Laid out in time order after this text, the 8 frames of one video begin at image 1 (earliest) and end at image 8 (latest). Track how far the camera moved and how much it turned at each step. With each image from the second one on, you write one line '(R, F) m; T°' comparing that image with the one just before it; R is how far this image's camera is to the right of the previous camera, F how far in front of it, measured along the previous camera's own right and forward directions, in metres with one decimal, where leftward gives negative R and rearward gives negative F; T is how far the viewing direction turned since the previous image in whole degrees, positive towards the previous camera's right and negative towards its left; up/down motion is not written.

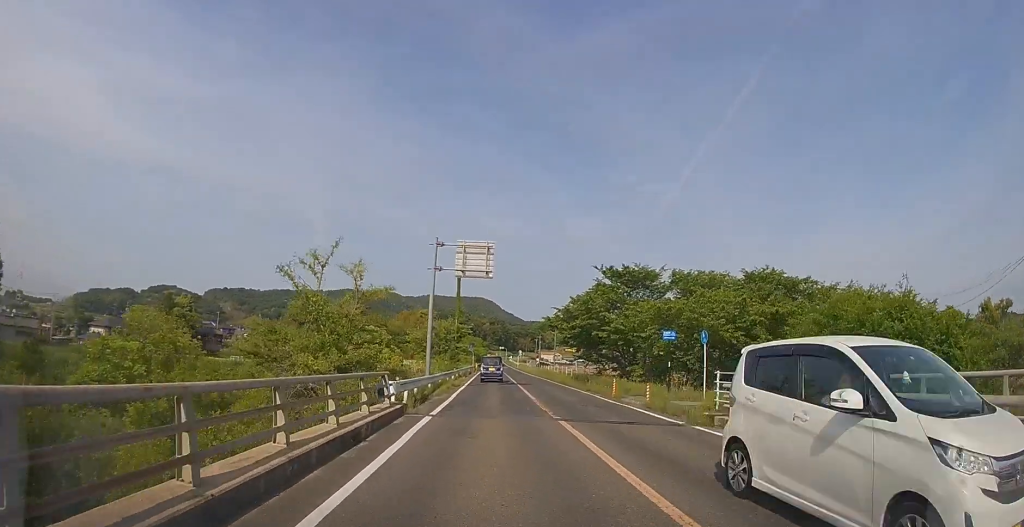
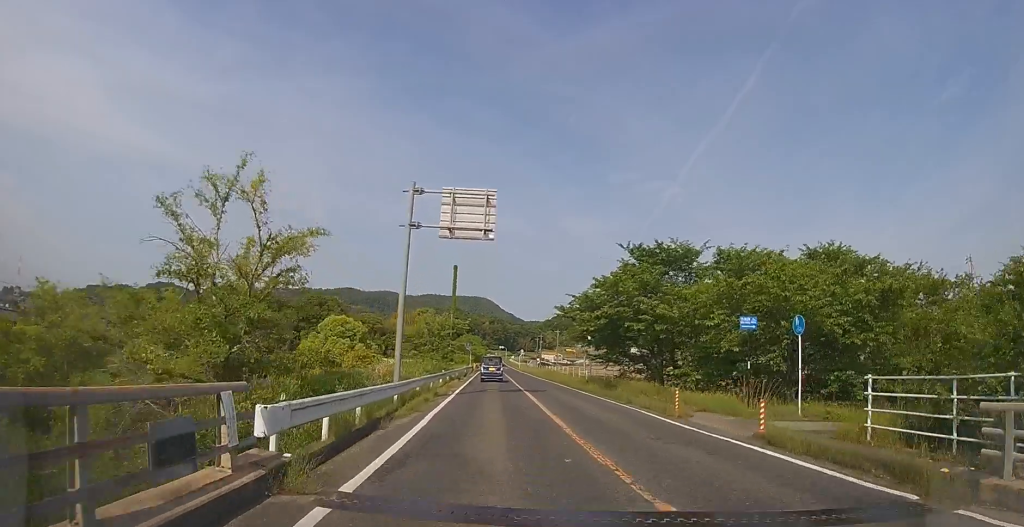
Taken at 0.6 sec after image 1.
(0.0, +7.5) m; 0°
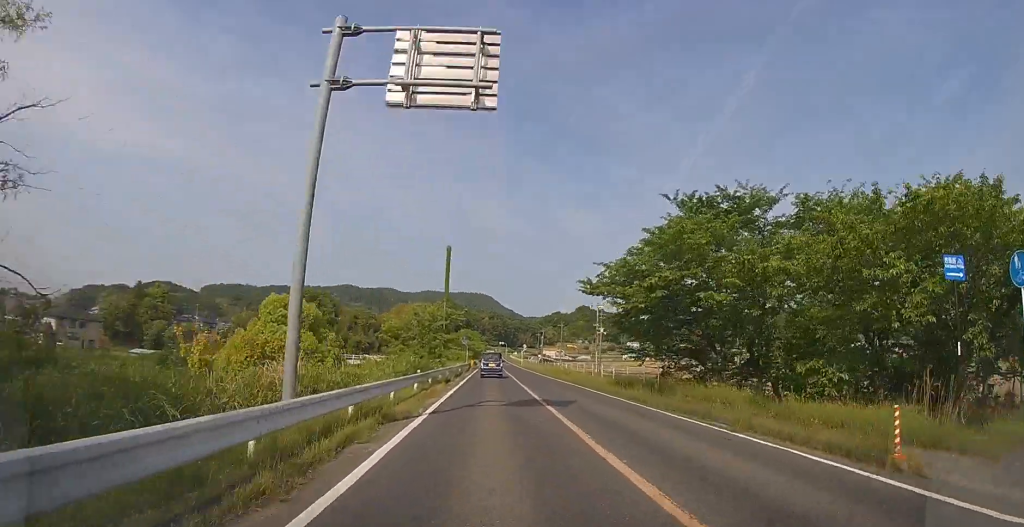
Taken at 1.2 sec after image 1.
(0.0, +8.1) m; 0°
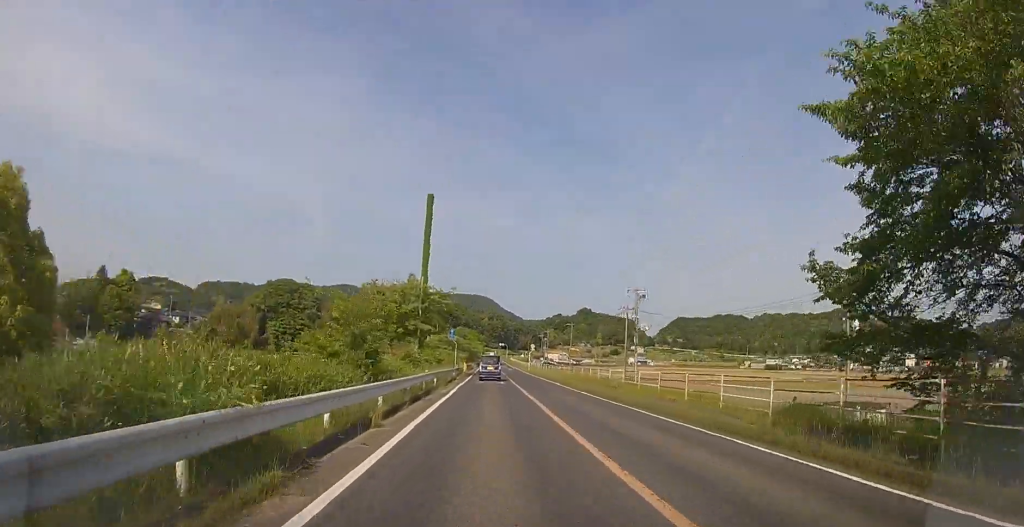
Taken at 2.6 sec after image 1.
(0.0, +17.7) m; 0°
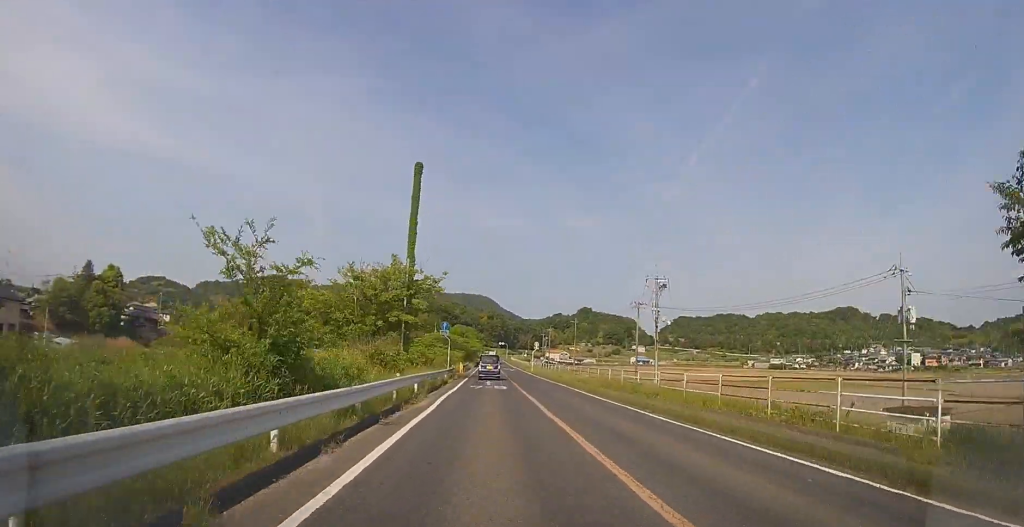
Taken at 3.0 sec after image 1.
(0.0, +5.8) m; 0°
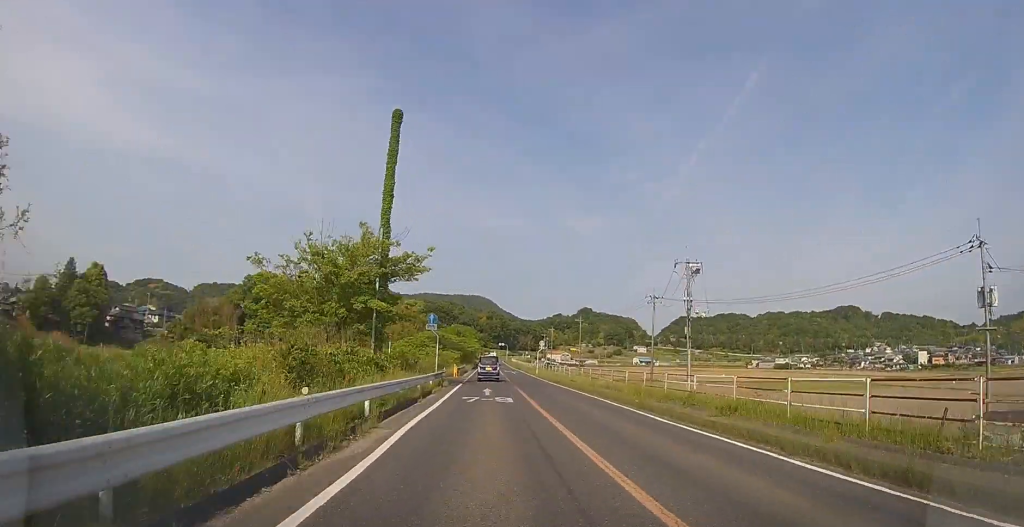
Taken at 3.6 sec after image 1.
(0.0, +7.1) m; 0°
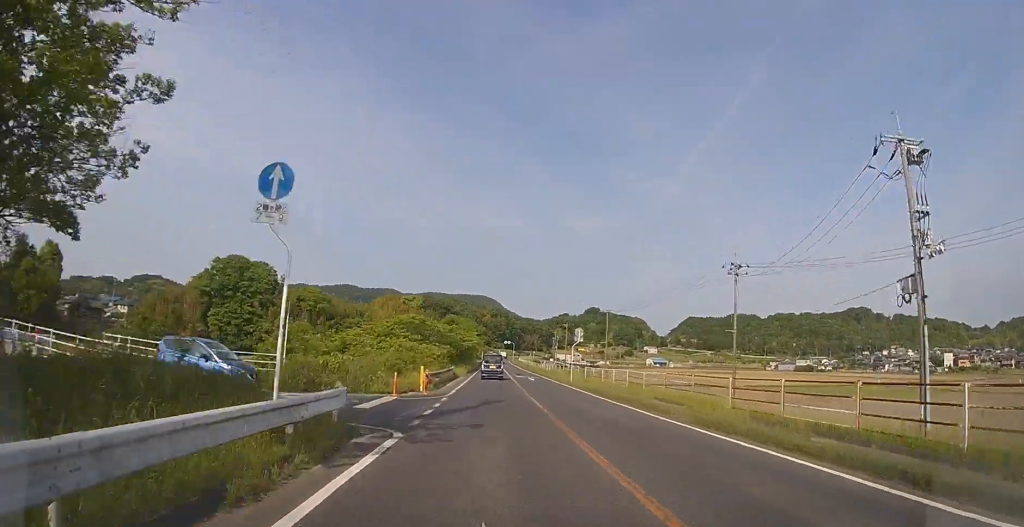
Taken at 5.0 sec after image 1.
(0.0, +20.5) m; 0°
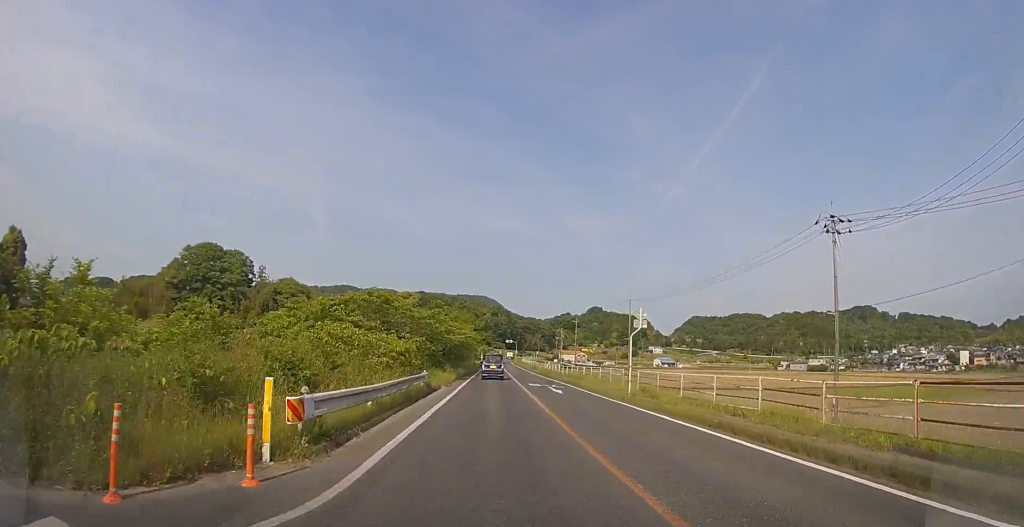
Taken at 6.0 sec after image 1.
(0.0, +13.6) m; 0°
